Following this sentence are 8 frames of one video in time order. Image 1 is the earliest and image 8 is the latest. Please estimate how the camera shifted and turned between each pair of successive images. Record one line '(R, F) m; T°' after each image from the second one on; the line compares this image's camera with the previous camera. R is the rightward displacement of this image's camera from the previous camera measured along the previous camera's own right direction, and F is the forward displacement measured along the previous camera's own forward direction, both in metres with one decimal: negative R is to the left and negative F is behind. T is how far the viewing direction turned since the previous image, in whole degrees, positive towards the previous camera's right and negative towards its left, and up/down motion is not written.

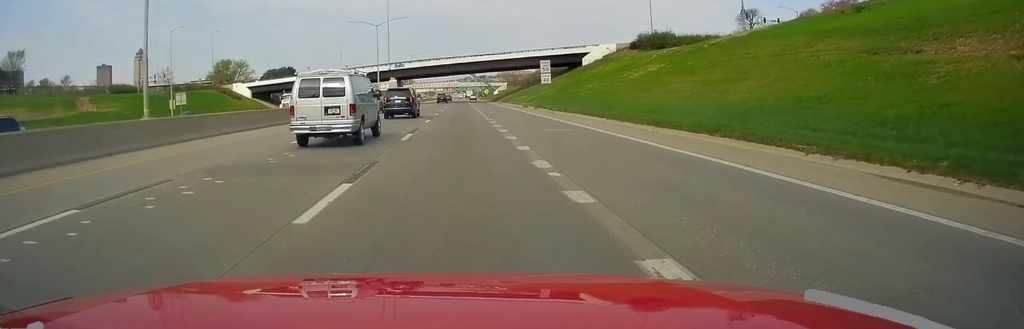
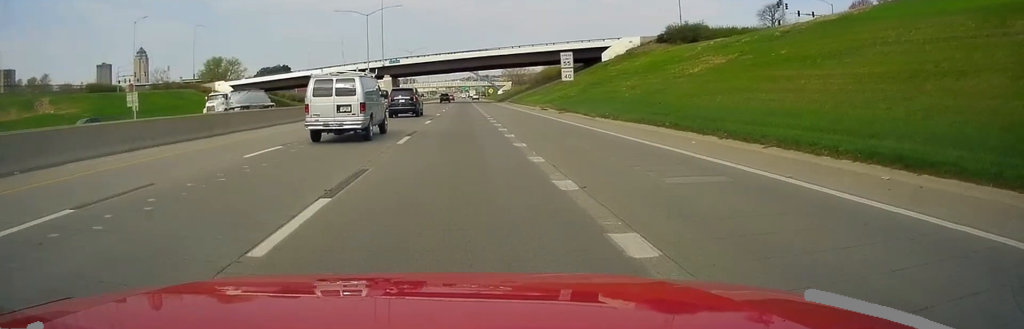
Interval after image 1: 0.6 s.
(+0.3, +14.0) m; 0°
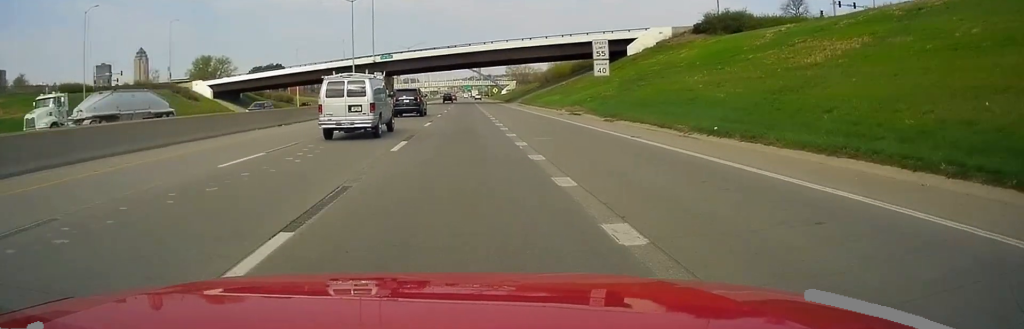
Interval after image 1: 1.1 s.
(-0.5, +13.8) m; -1°
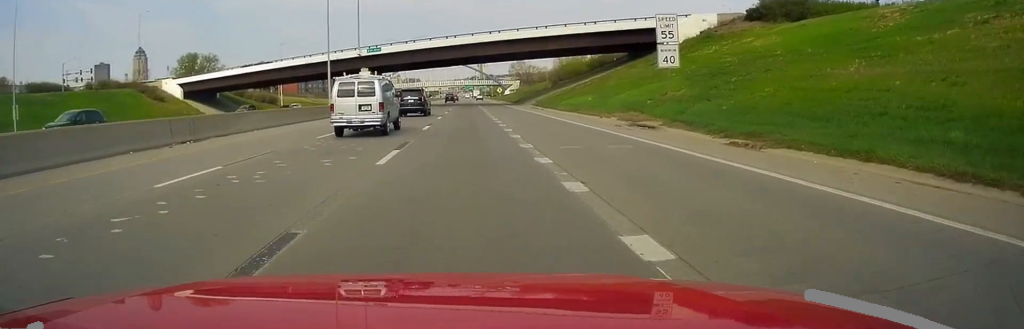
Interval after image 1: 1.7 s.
(-0.1, +14.9) m; 0°
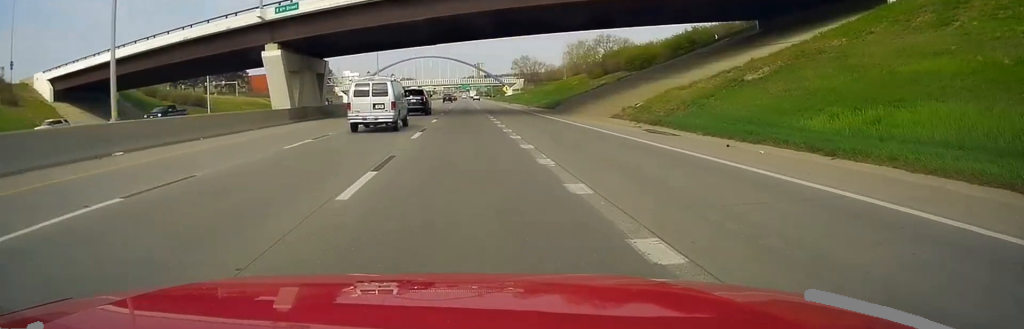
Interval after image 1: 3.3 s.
(+0.5, +39.5) m; 0°
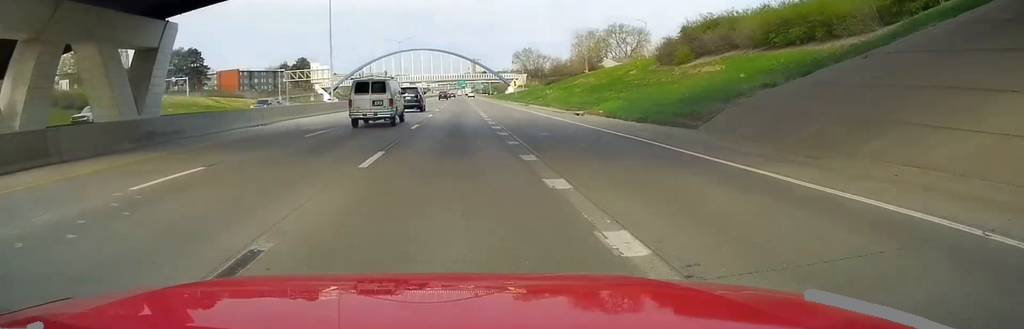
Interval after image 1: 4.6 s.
(-0.5, +33.6) m; 0°
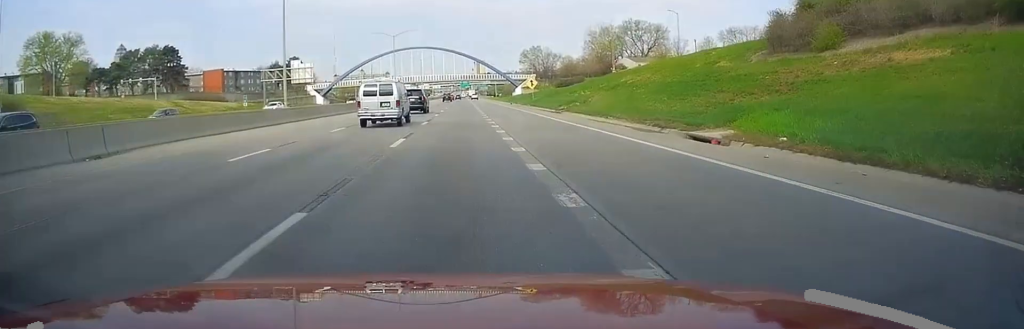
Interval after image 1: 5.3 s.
(+0.4, +19.8) m; 0°
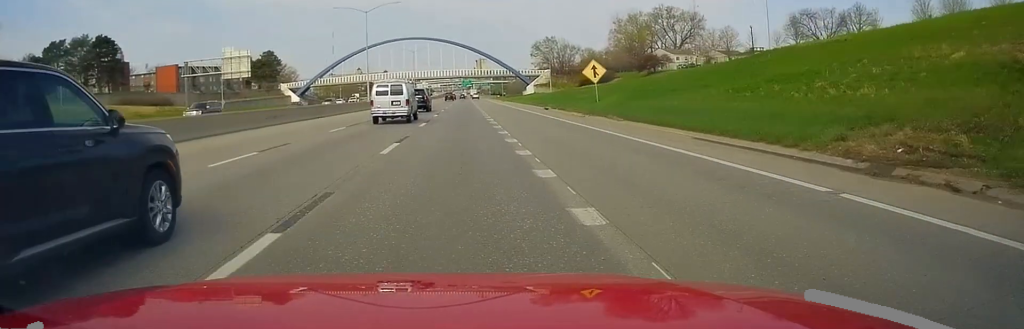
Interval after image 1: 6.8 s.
(-0.7, +37.9) m; 0°
